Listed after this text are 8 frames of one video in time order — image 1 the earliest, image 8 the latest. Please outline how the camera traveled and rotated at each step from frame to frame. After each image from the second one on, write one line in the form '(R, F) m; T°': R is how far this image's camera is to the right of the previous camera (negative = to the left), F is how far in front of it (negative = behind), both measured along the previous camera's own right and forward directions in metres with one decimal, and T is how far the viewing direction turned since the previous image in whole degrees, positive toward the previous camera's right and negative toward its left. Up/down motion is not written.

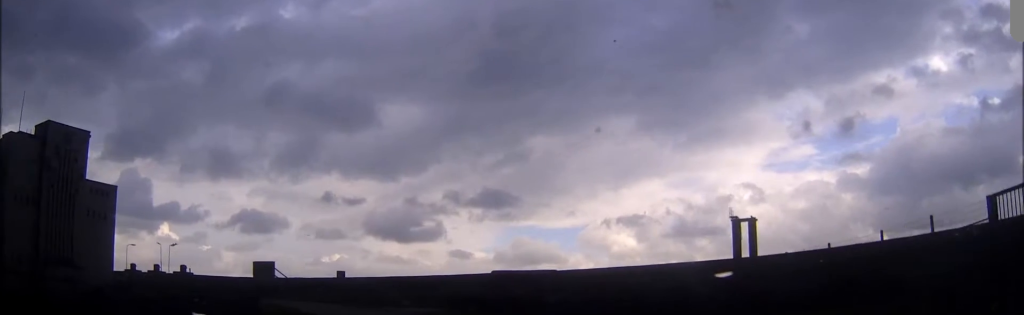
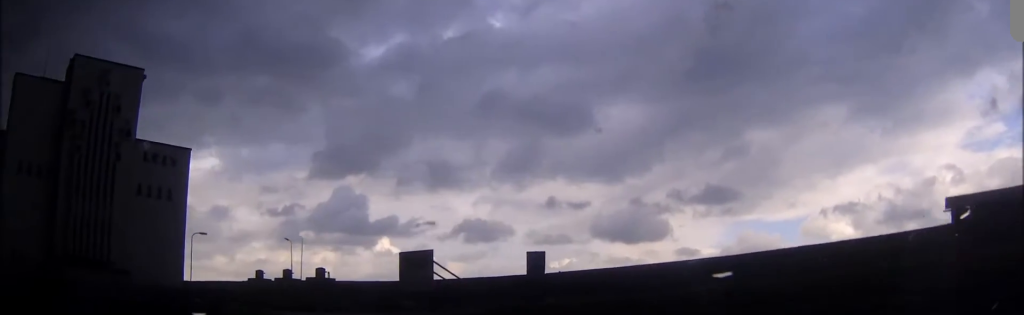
(-3.4, +39.6) m; -13°
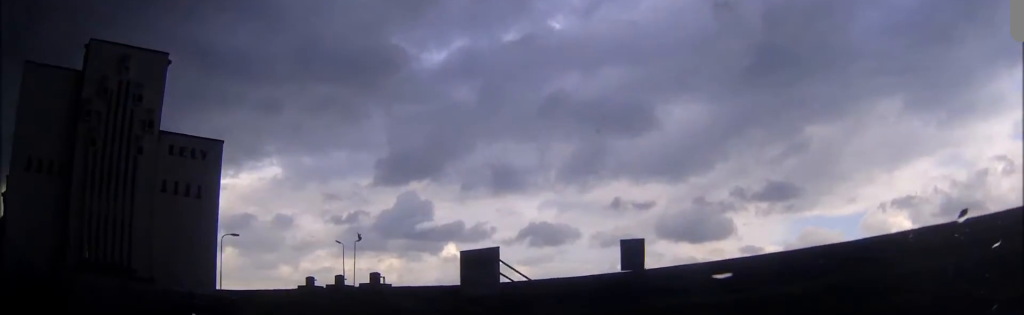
(-0.4, +8.0) m; -5°
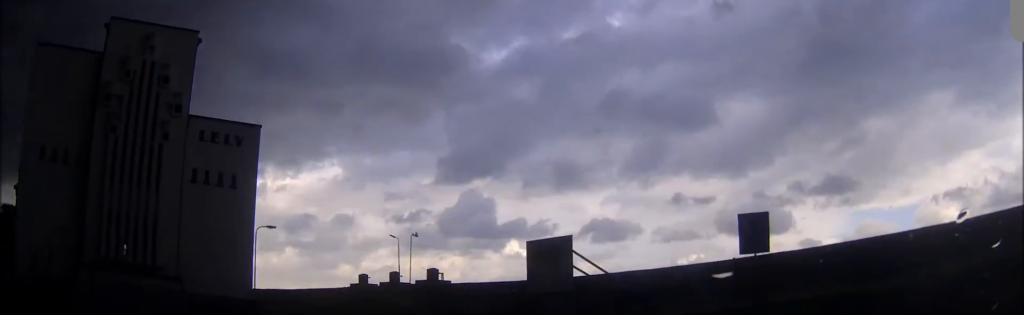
(-0.2, +6.5) m; -4°
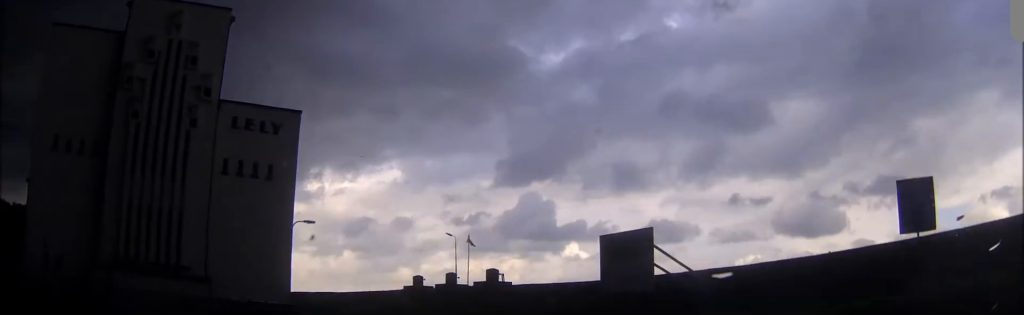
(-0.4, +5.9) m; -4°
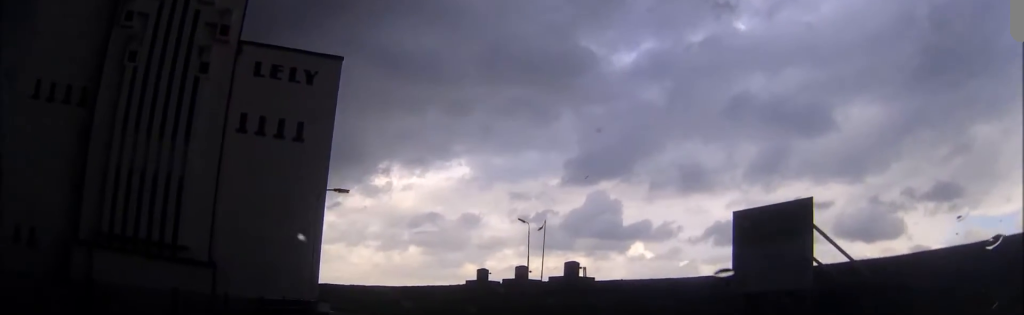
(-1.1, +12.4) m; -4°
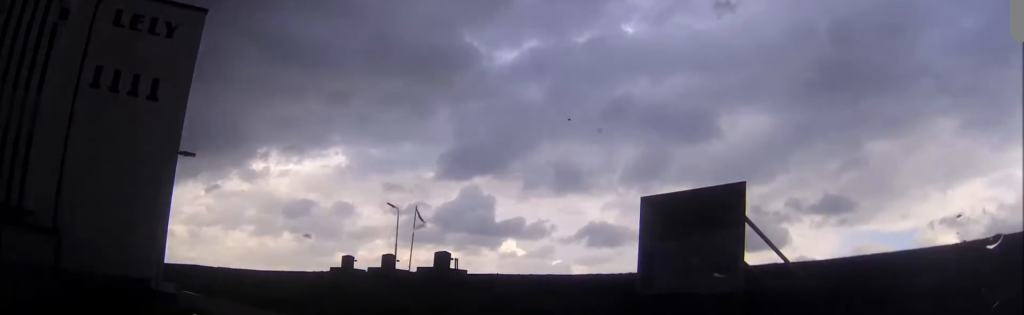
(+0.2, +5.7) m; +10°
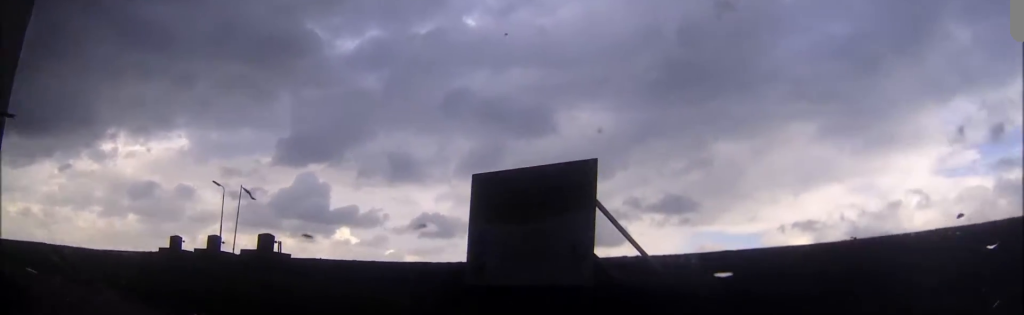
(-0.3, +4.1) m; +12°
